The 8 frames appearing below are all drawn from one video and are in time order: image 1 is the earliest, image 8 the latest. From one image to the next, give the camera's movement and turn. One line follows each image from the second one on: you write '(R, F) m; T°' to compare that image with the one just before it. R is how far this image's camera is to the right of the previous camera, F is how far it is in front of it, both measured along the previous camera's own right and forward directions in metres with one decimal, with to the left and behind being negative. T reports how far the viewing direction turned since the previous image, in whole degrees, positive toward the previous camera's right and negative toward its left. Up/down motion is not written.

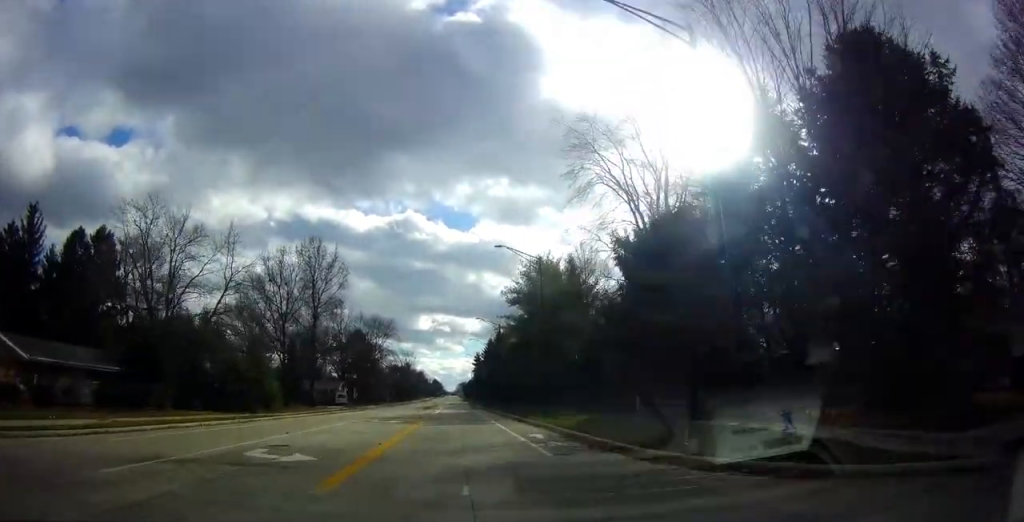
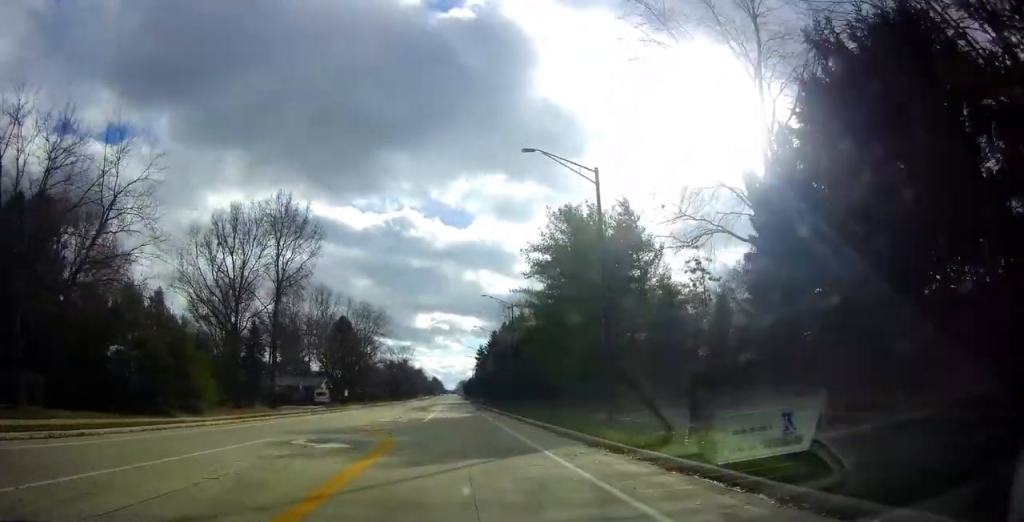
(0.0, +15.7) m; 0°
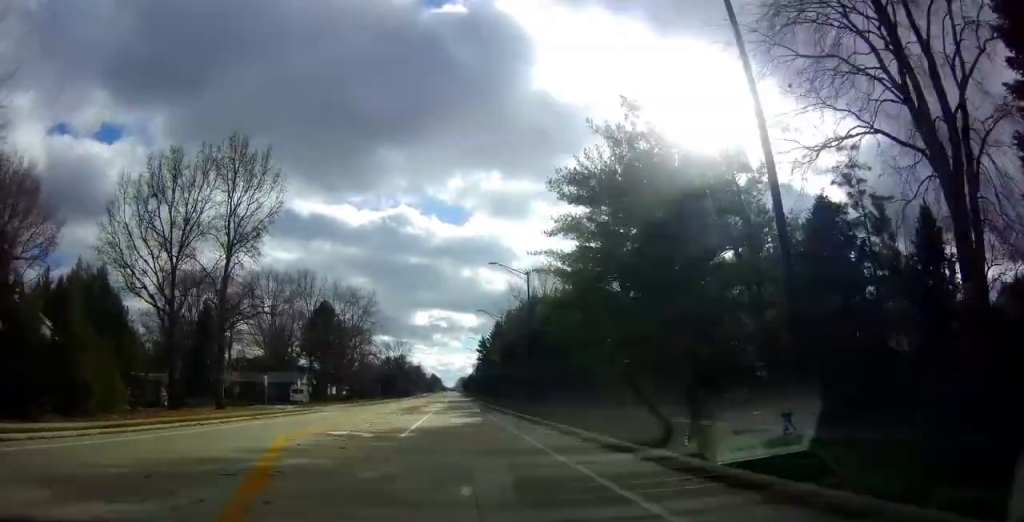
(0.0, +12.8) m; 0°
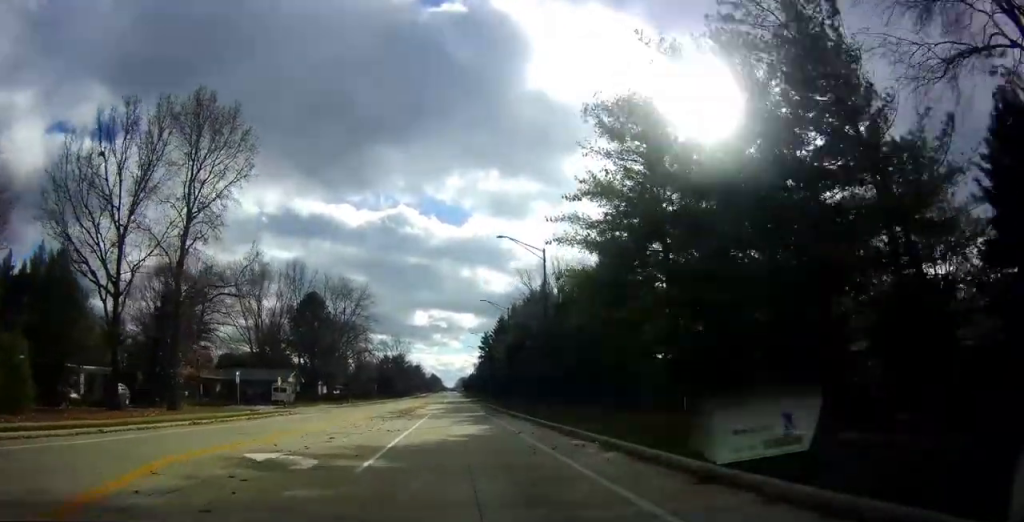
(0.0, +8.1) m; 0°
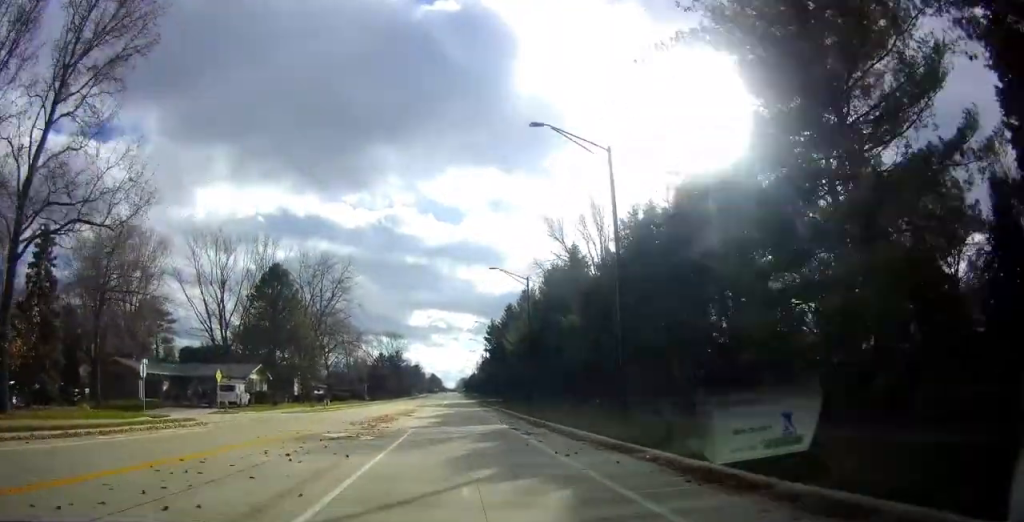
(0.0, +16.0) m; -1°
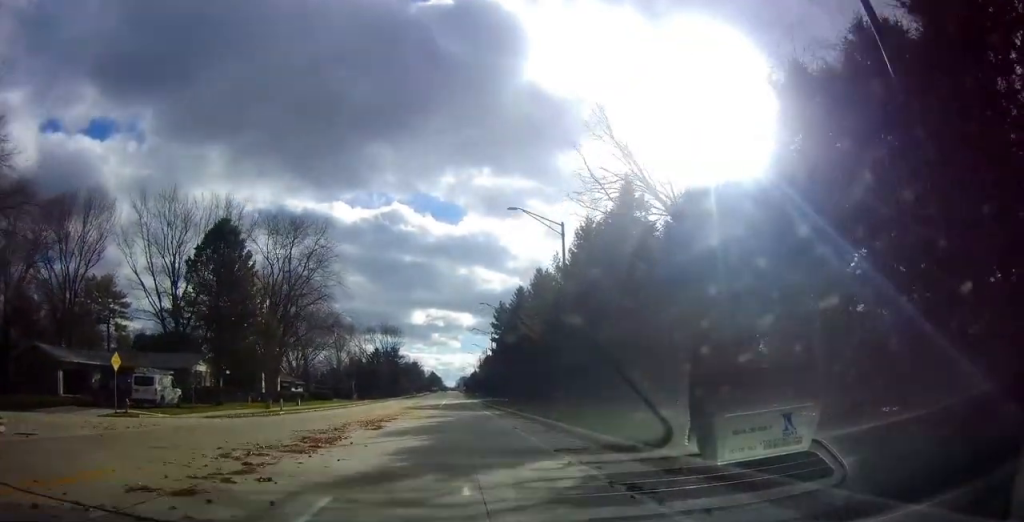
(-0.2, +15.4) m; -1°
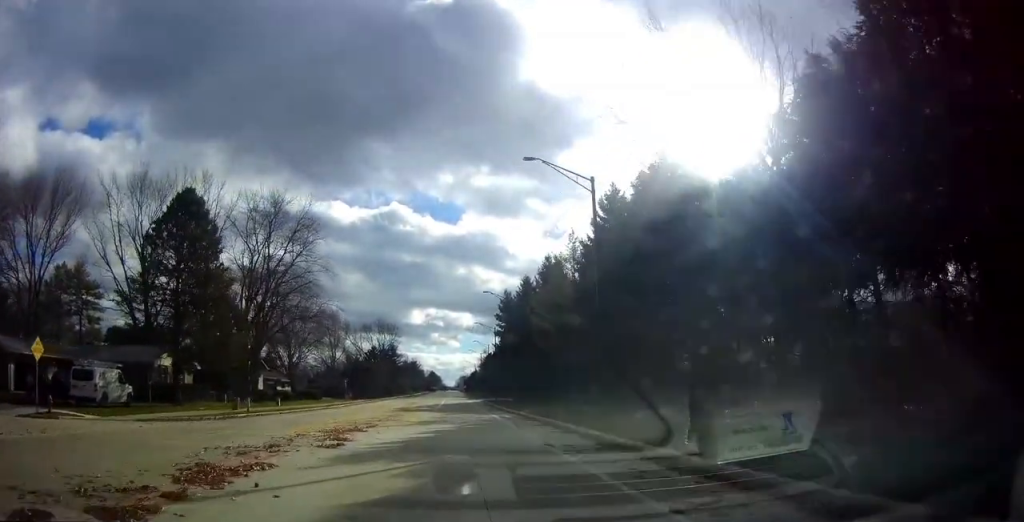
(-0.2, +7.0) m; 0°
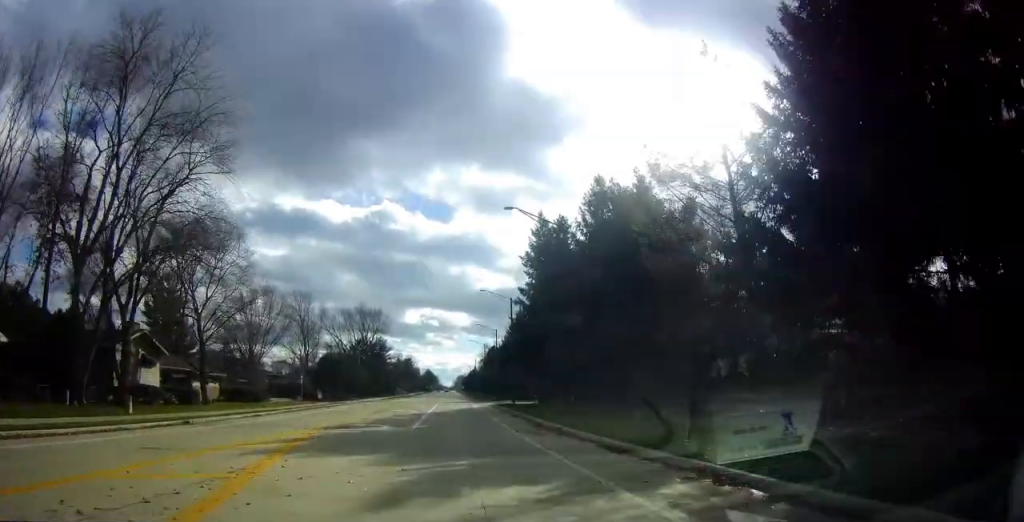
(+0.7, +26.5) m; +2°
